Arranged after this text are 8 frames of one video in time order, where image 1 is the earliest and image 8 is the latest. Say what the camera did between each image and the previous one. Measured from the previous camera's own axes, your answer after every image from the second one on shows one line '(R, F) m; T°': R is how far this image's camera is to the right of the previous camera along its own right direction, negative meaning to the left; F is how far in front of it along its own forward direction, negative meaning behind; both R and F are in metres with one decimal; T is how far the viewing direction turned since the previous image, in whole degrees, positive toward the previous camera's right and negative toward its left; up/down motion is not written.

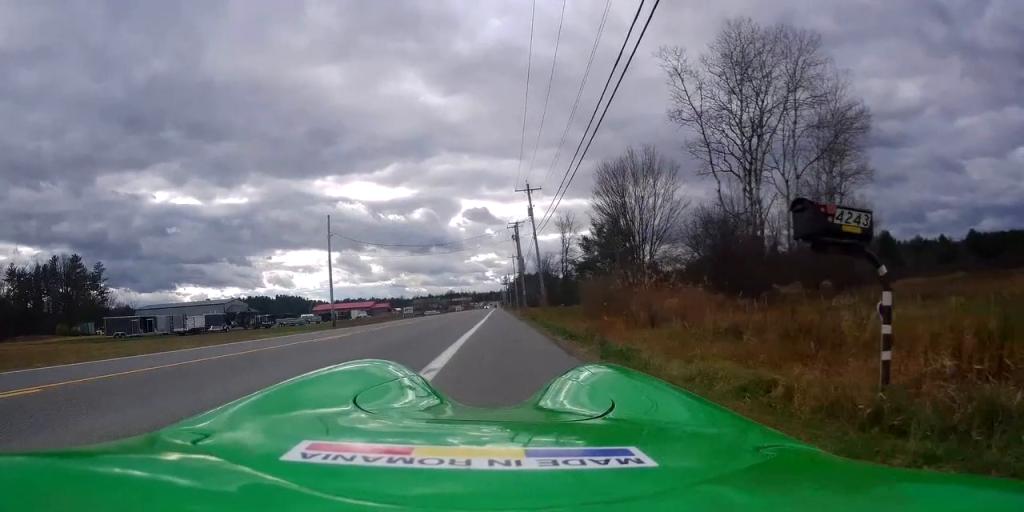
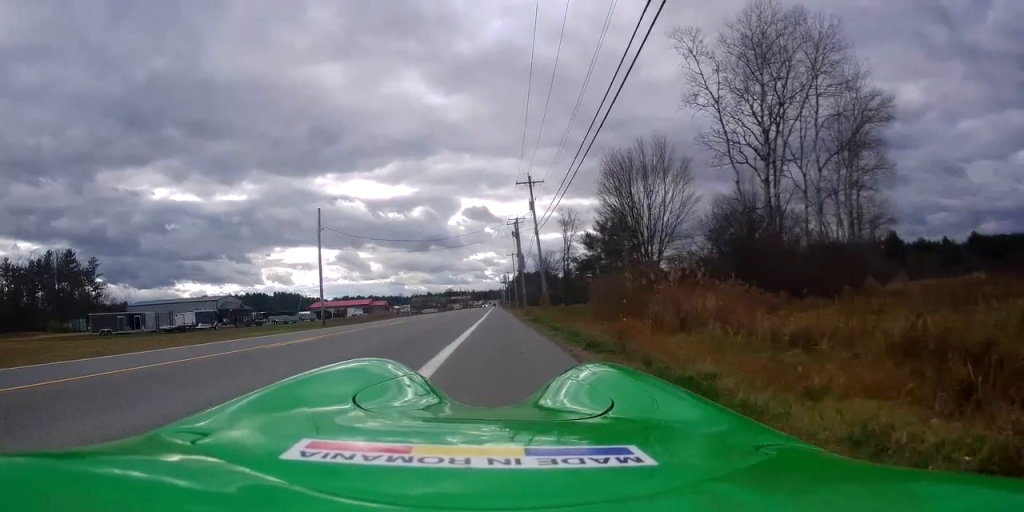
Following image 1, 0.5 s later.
(0.0, +2.9) m; -1°
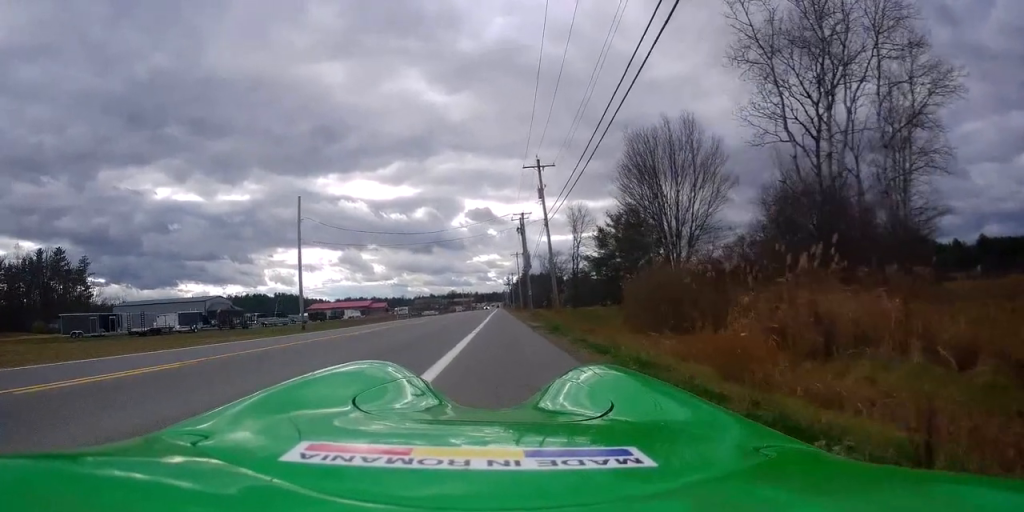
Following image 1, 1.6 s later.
(-0.1, +6.3) m; -3°
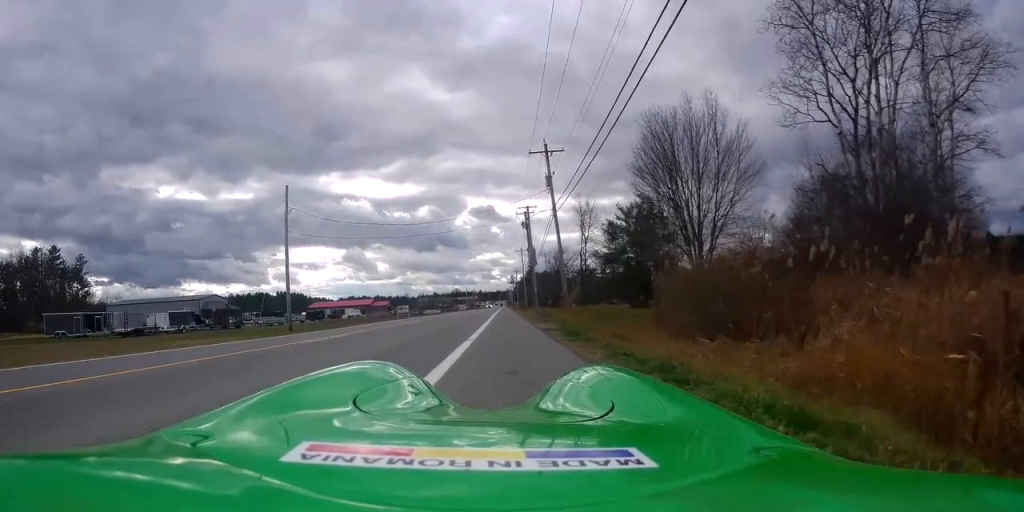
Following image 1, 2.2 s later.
(-0.1, +3.7) m; -2°
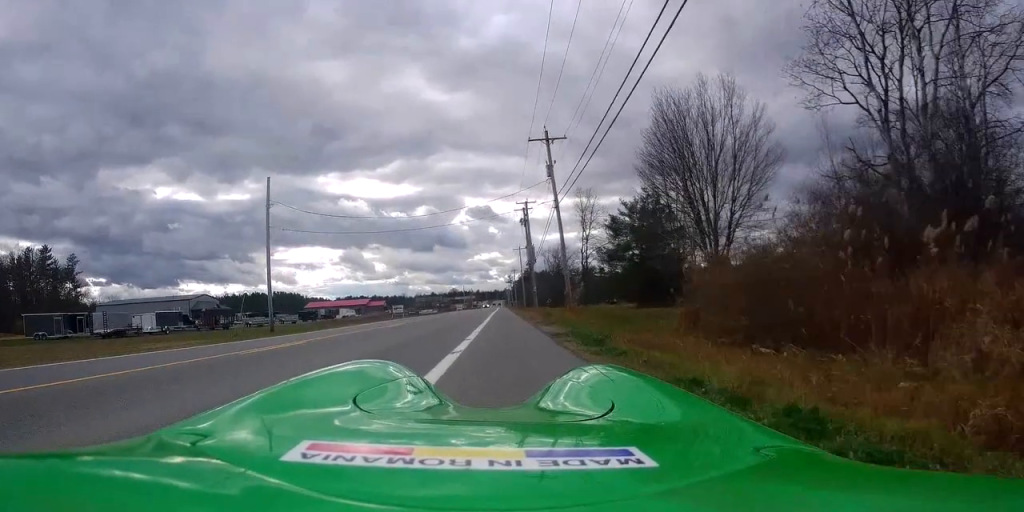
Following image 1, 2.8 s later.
(0.0, +3.2) m; +2°
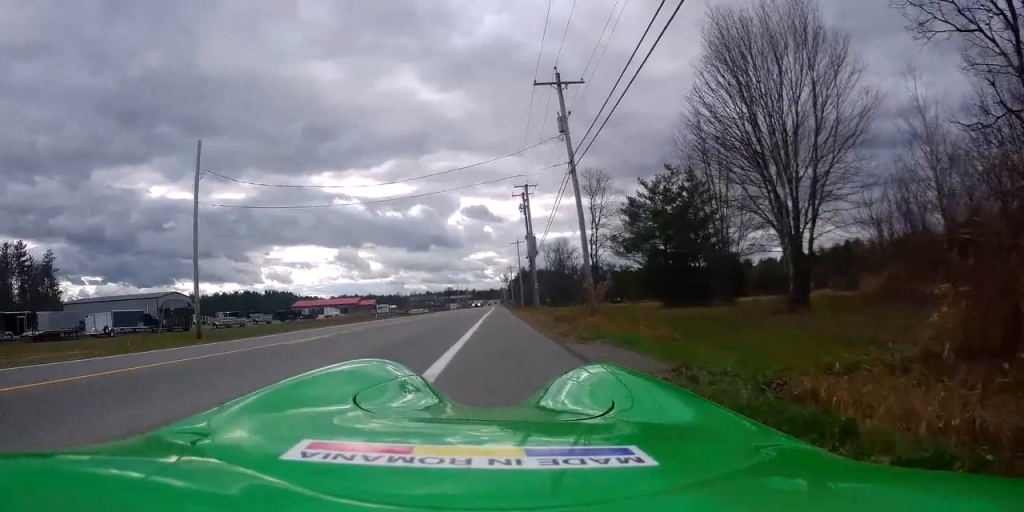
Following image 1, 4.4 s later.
(+0.3, +9.6) m; +1°
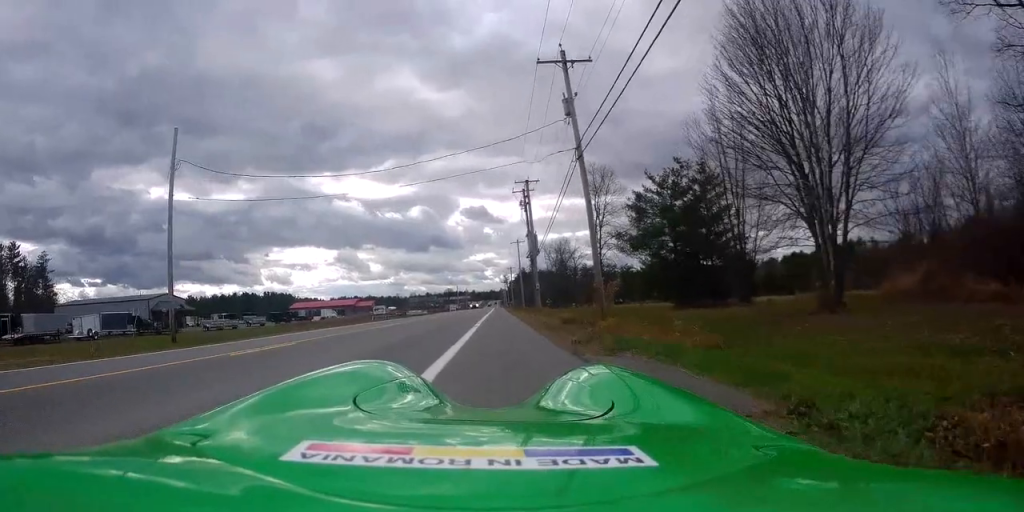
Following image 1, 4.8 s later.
(-0.1, +2.8) m; 0°
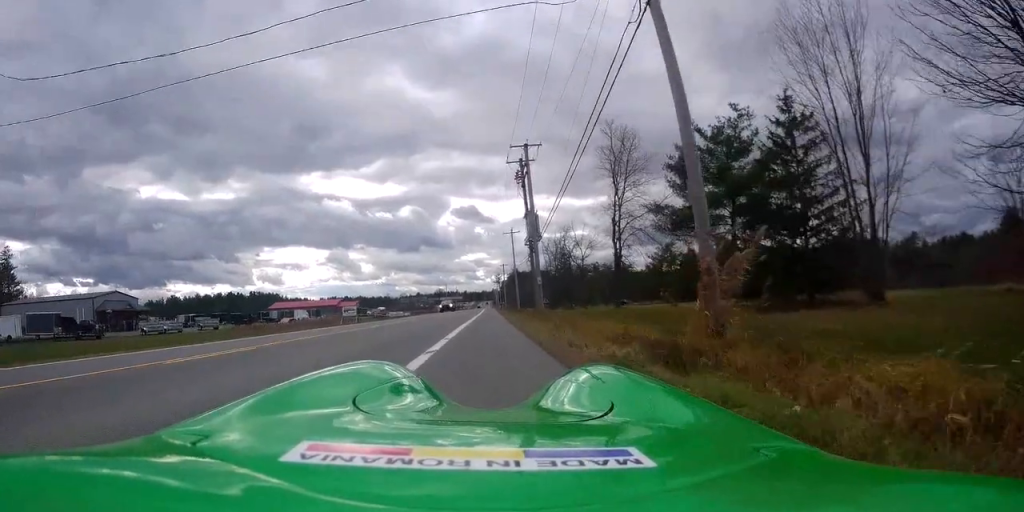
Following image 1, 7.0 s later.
(+0.5, +13.4) m; 0°
